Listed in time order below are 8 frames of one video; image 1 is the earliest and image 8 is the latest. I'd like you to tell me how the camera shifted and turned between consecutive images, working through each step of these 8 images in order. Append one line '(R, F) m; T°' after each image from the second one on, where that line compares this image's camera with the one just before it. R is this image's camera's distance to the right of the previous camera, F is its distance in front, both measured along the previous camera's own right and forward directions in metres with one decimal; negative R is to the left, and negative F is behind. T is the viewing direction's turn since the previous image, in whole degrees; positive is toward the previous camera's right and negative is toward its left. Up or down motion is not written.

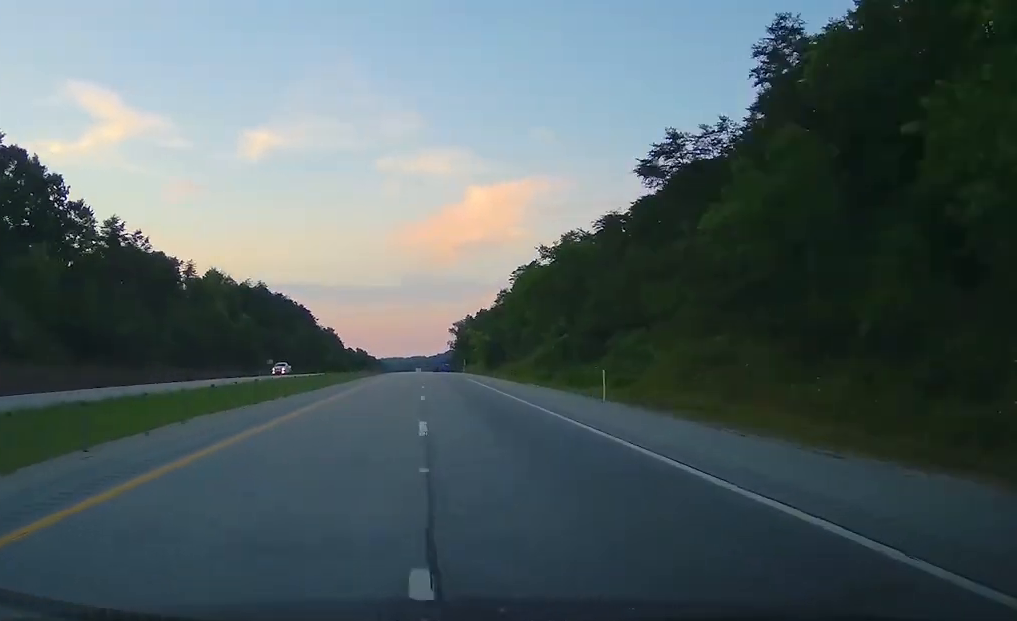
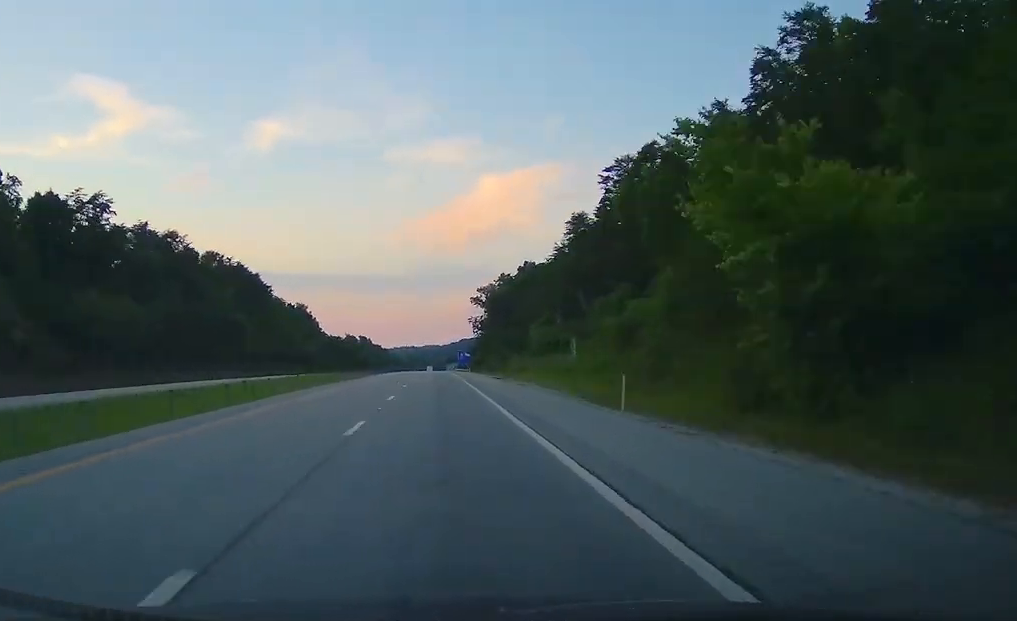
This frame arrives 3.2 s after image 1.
(-0.9, +109.5) m; 0°
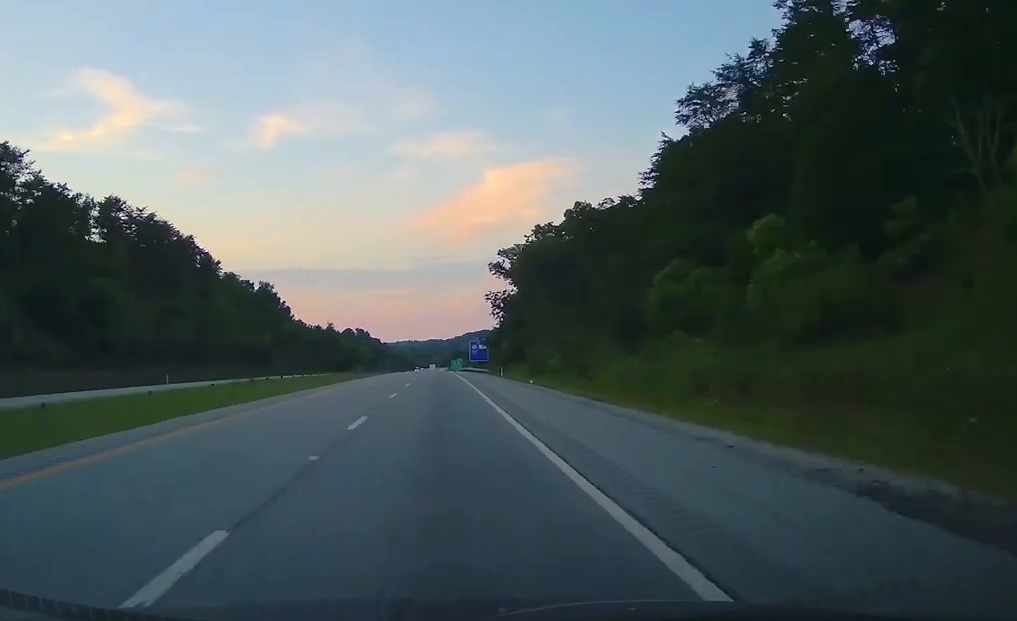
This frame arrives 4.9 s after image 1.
(-0.1, +59.4) m; 0°
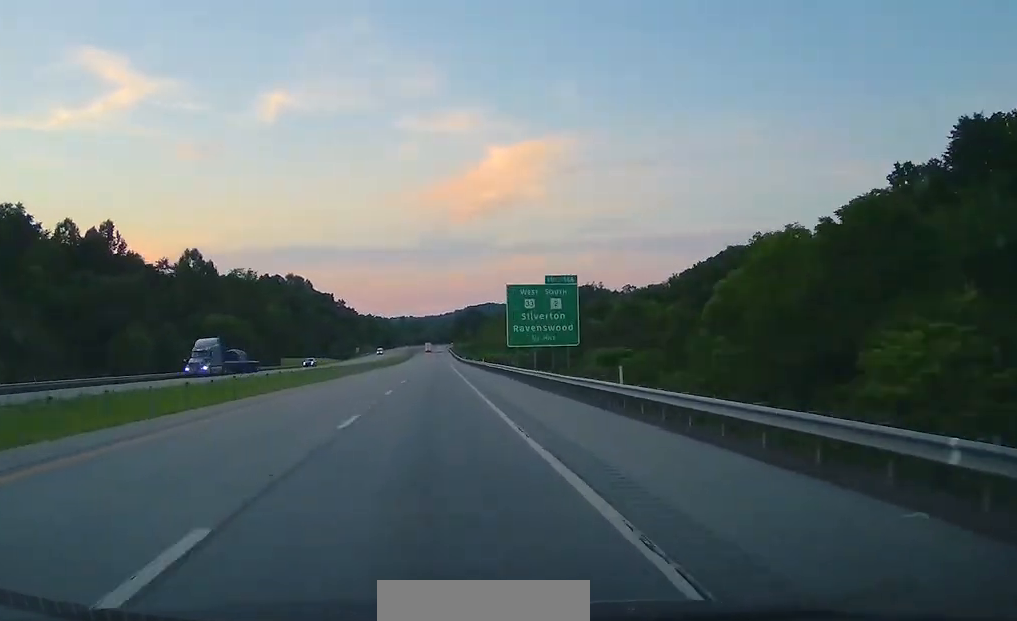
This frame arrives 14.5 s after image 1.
(+0.2, +329.5) m; 0°
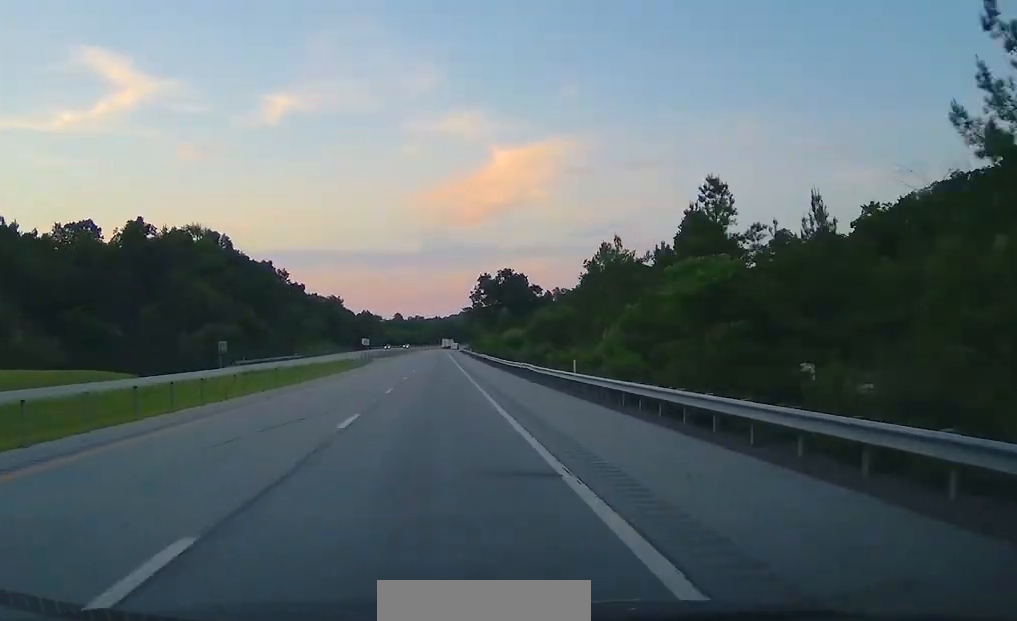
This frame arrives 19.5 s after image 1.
(-0.6, +169.1) m; 0°
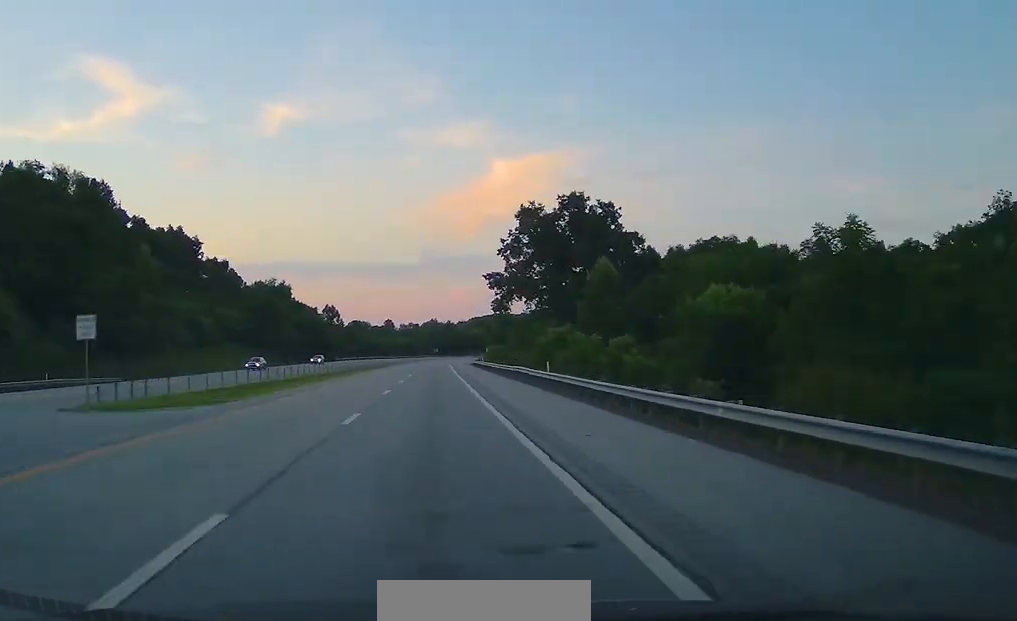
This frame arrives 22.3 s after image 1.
(0.0, +95.1) m; +2°
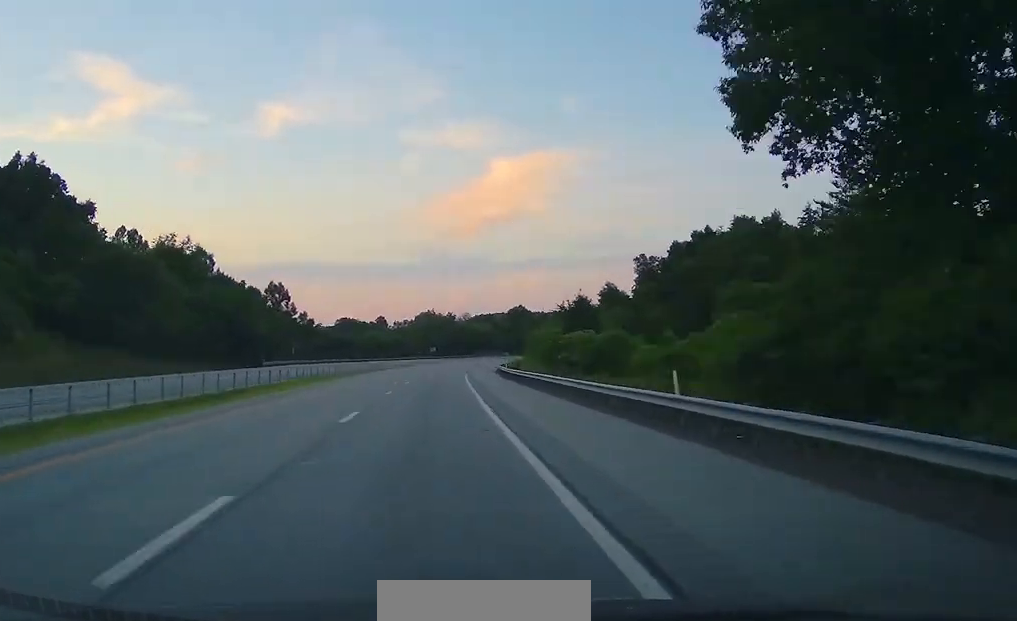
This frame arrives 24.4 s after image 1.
(-1.2, +72.1) m; +3°
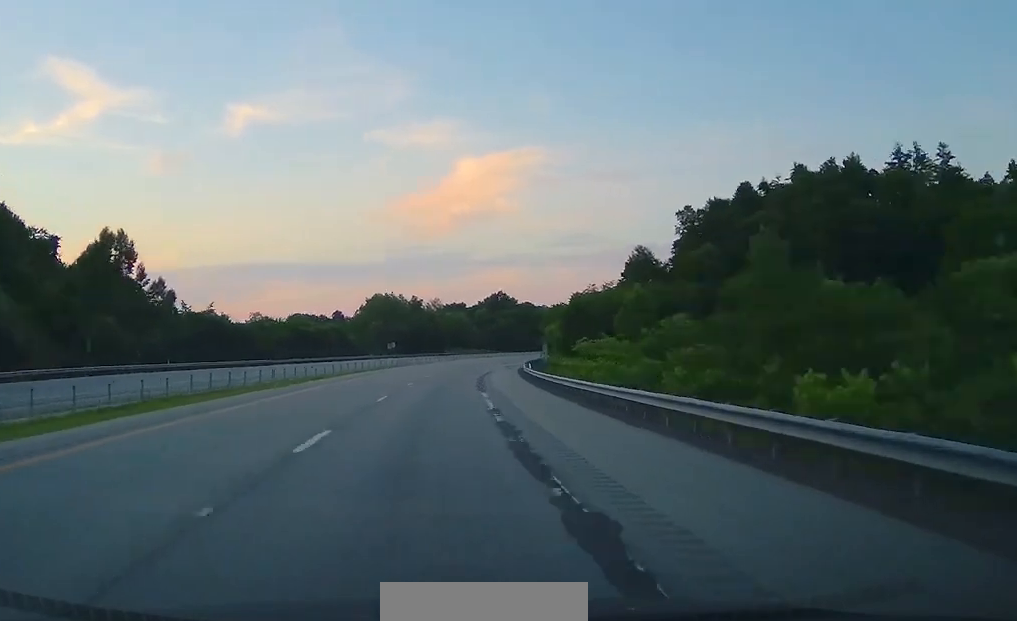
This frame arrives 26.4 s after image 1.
(+3.2, +67.0) m; +6°
